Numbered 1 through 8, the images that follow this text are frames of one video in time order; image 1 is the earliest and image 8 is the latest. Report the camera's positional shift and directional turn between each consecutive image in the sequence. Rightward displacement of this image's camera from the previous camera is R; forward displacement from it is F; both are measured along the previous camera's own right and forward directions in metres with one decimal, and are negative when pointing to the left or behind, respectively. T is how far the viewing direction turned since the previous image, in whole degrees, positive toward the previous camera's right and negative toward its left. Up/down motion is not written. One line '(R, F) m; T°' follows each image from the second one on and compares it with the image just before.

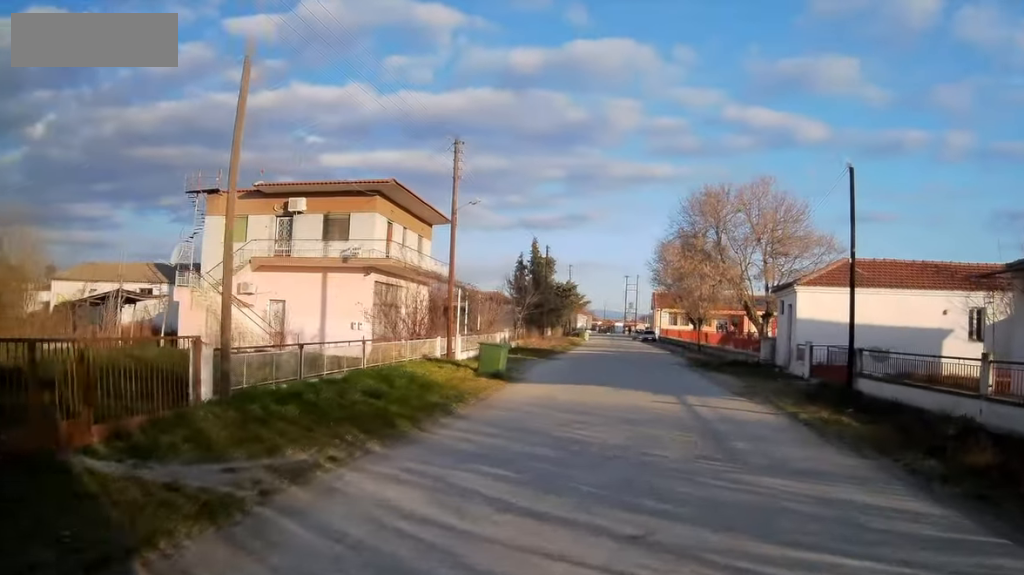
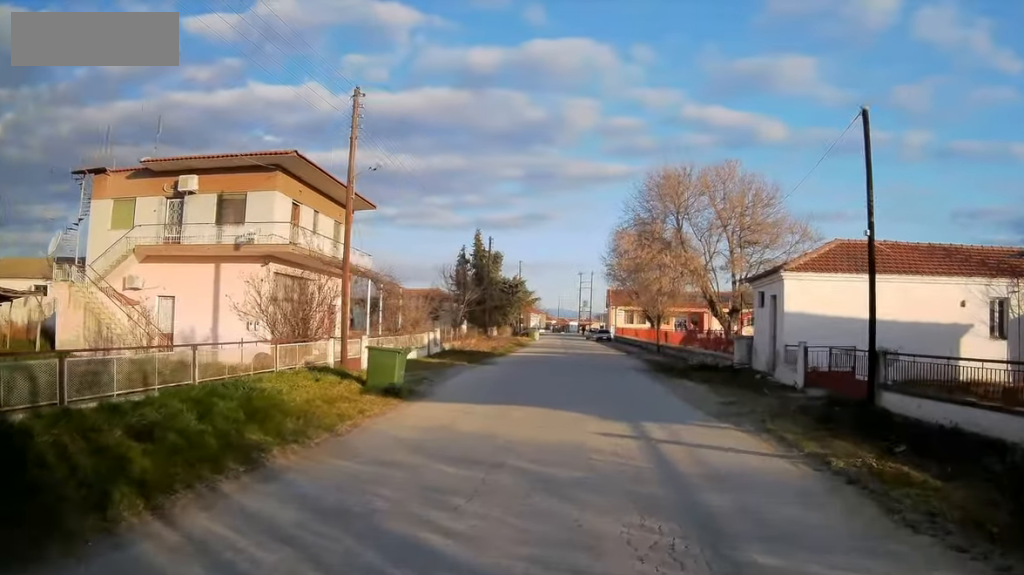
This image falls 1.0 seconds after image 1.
(+0.6, +3.9) m; +7°
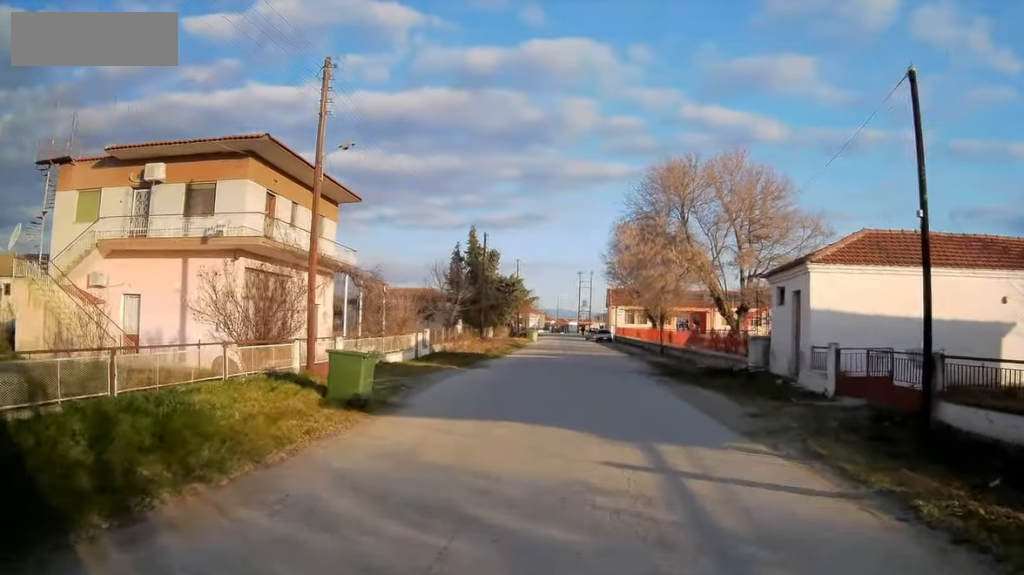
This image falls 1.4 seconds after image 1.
(+0.2, +1.8) m; -2°
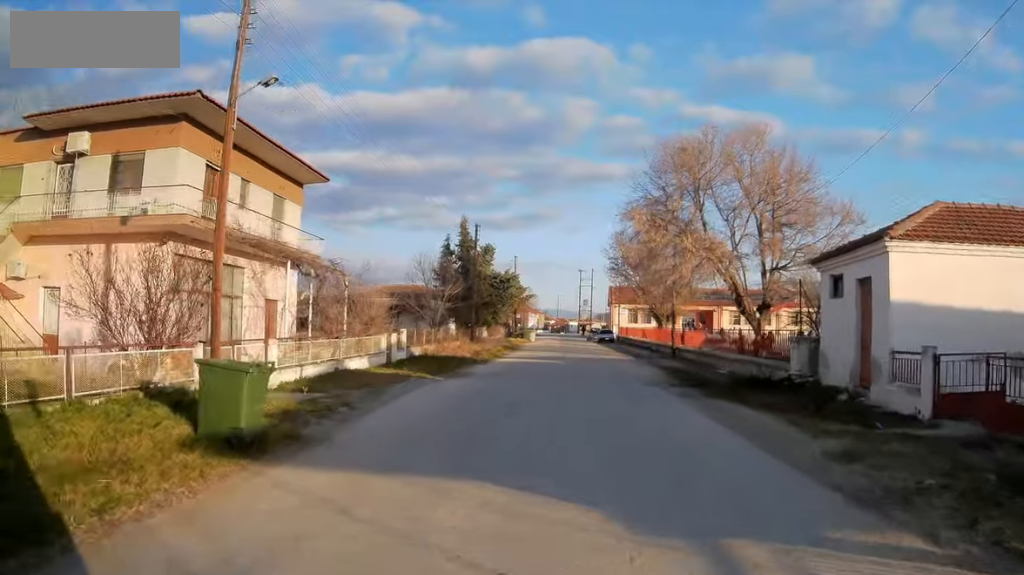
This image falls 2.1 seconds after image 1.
(-0.3, +3.4) m; -6°
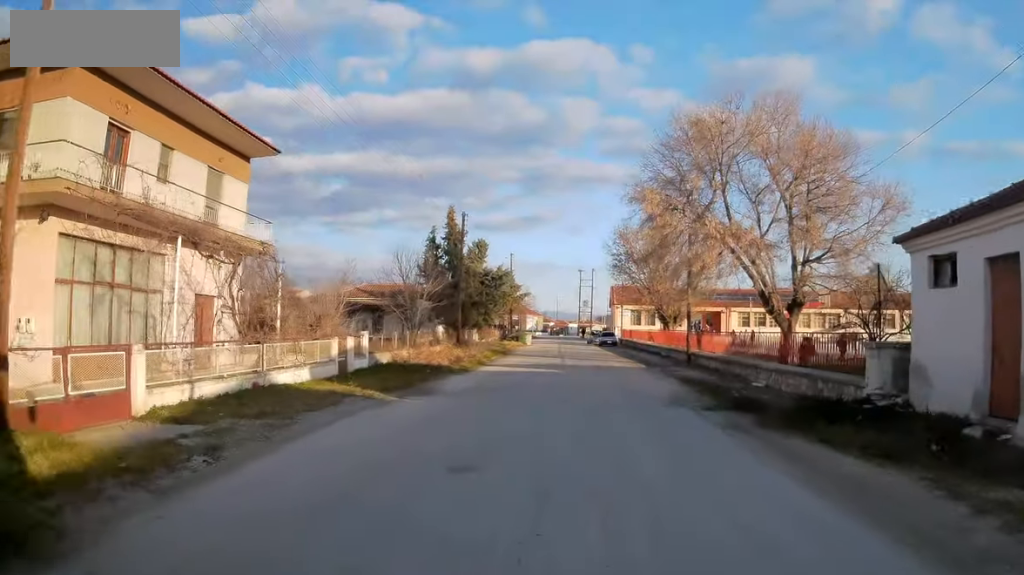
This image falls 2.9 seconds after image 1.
(-0.3, +4.1) m; -4°
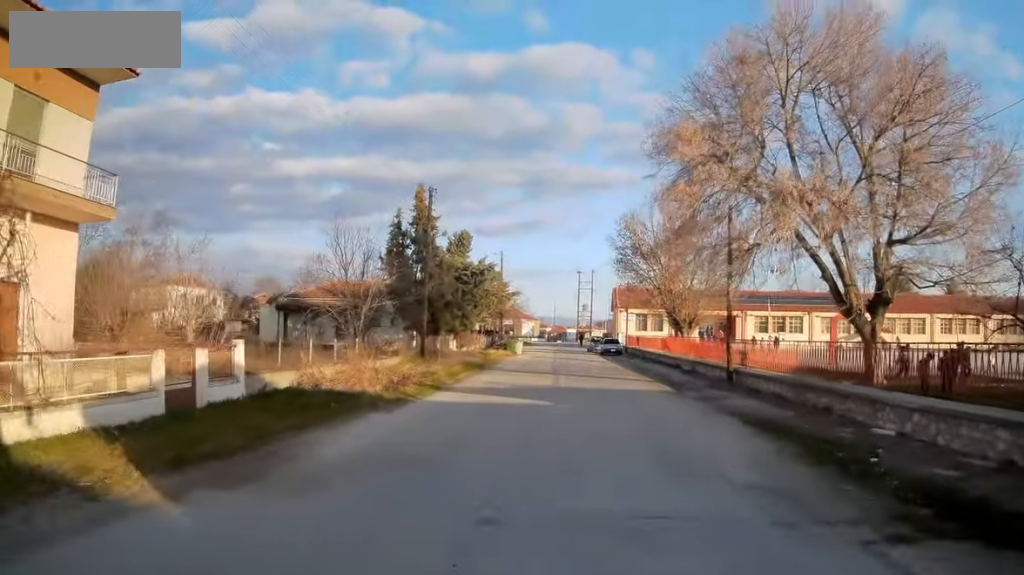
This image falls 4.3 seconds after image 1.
(0.0, +7.9) m; +1°
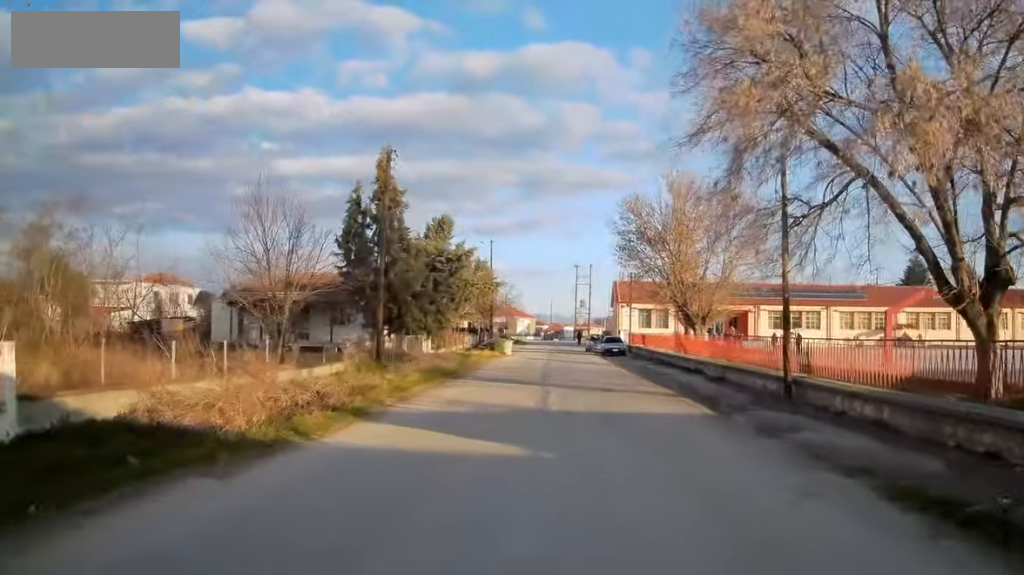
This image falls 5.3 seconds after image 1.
(+0.1, +5.9) m; +1°
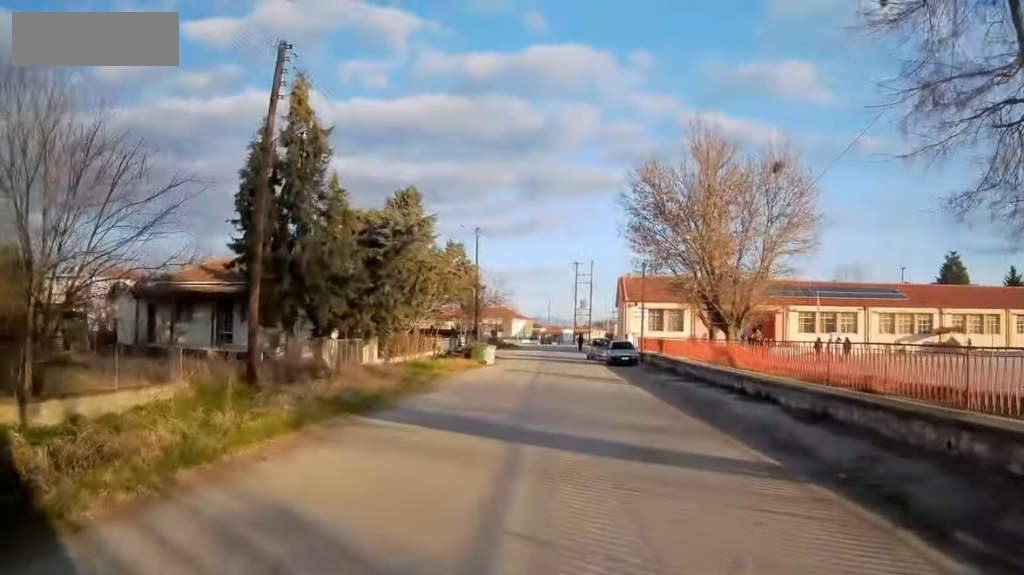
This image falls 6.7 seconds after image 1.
(-0.1, +9.0) m; -2°
